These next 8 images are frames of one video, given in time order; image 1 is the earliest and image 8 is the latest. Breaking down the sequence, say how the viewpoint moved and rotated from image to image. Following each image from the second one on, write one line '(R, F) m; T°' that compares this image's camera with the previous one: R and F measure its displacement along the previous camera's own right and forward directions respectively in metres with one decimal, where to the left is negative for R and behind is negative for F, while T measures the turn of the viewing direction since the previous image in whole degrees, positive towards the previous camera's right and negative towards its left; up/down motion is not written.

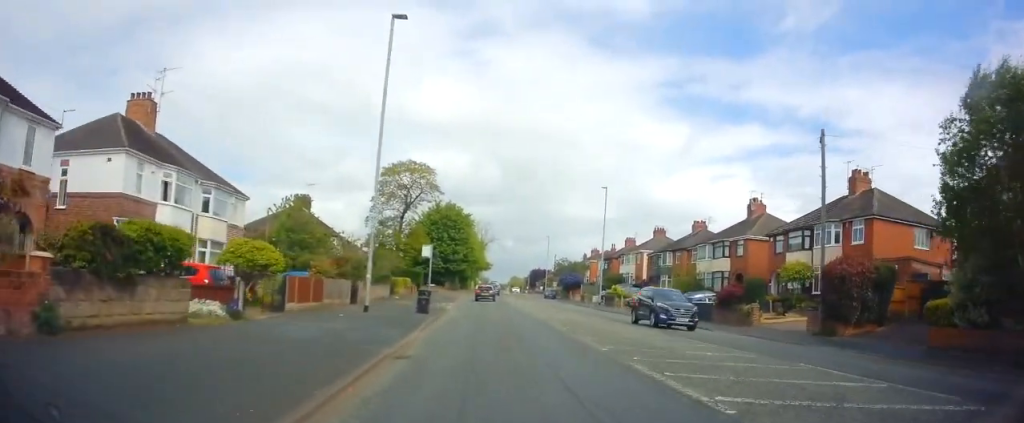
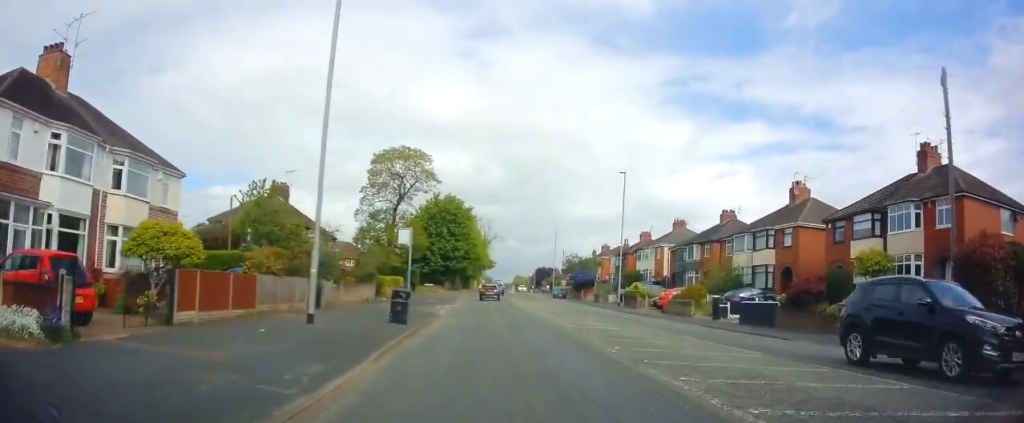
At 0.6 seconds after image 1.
(-0.2, +7.2) m; 0°
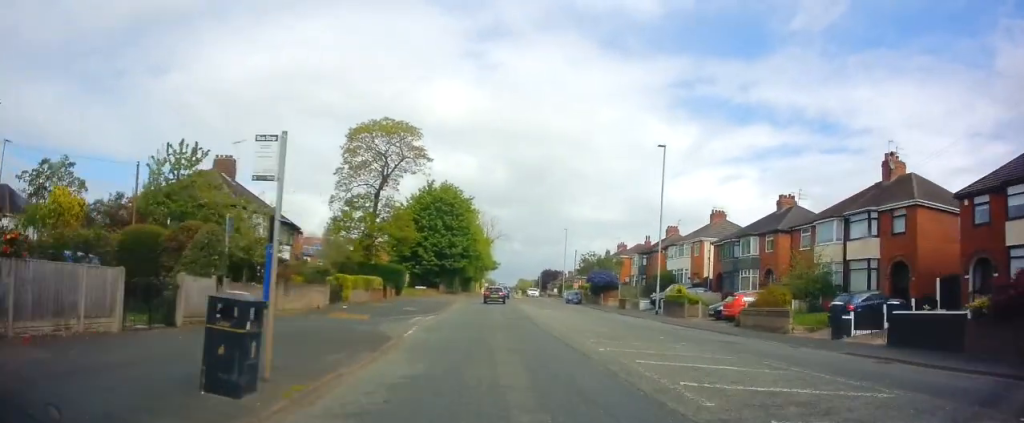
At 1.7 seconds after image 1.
(+0.3, +11.8) m; +1°
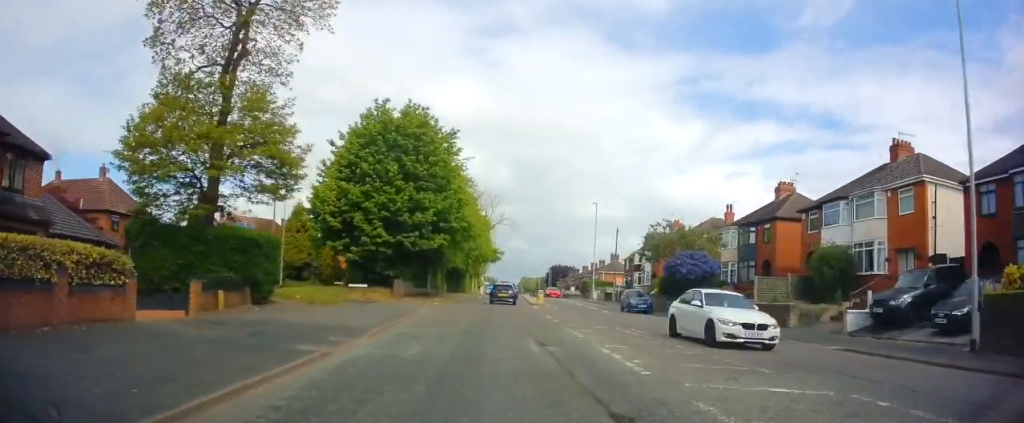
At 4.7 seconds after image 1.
(-0.3, +30.5) m; -1°
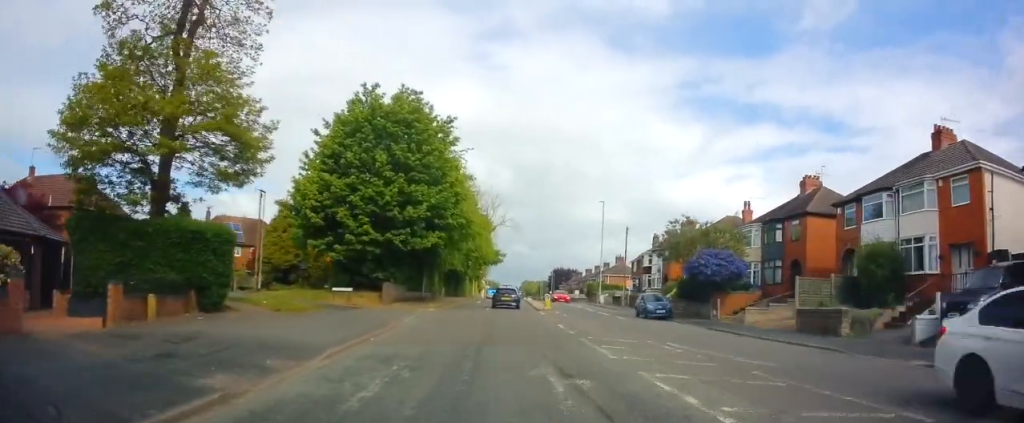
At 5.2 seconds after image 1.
(-0.1, +4.1) m; -1°
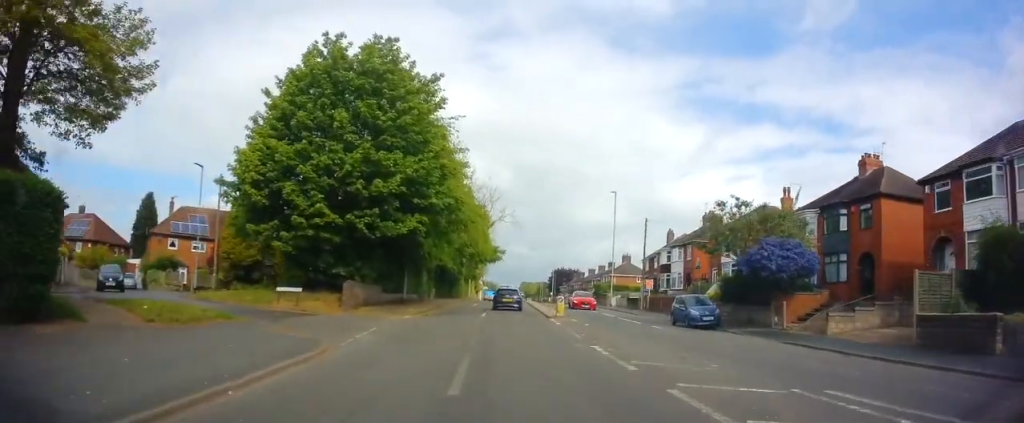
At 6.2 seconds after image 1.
(-0.1, +8.2) m; +1°
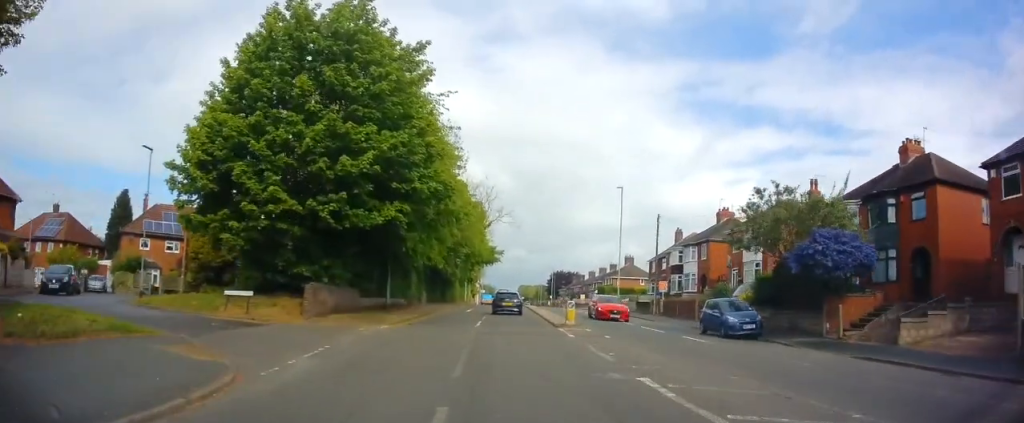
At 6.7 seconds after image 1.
(0.0, +4.6) m; +1°
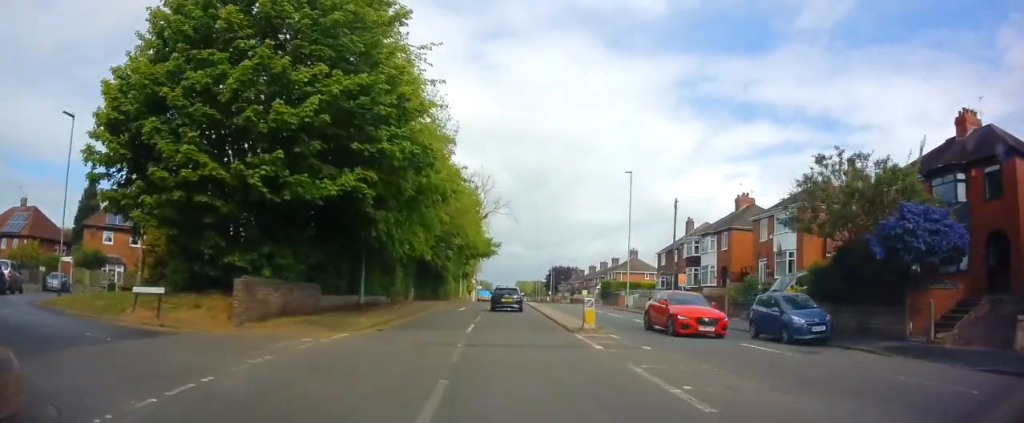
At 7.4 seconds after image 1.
(+0.1, +5.2) m; 0°
